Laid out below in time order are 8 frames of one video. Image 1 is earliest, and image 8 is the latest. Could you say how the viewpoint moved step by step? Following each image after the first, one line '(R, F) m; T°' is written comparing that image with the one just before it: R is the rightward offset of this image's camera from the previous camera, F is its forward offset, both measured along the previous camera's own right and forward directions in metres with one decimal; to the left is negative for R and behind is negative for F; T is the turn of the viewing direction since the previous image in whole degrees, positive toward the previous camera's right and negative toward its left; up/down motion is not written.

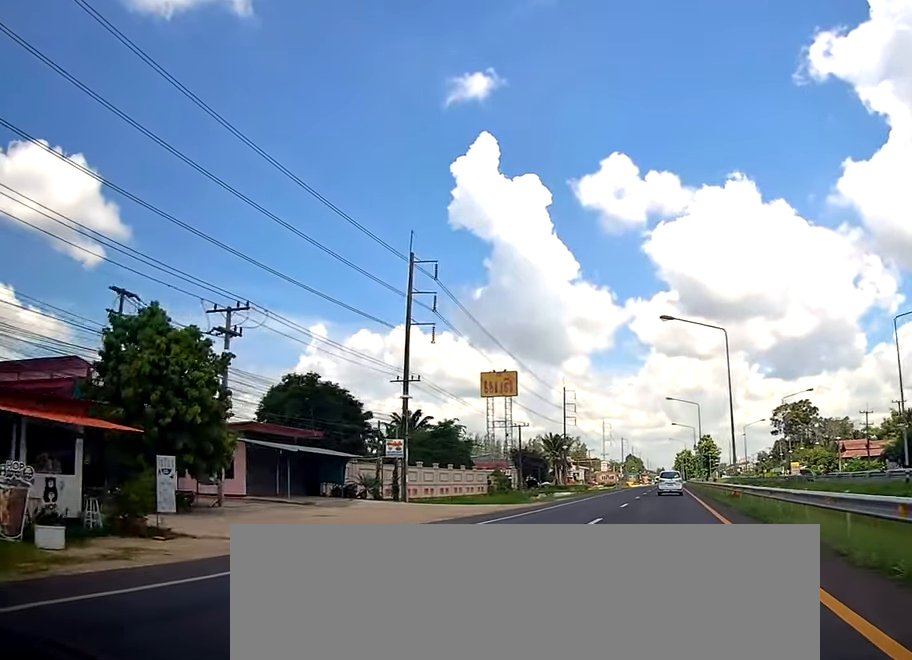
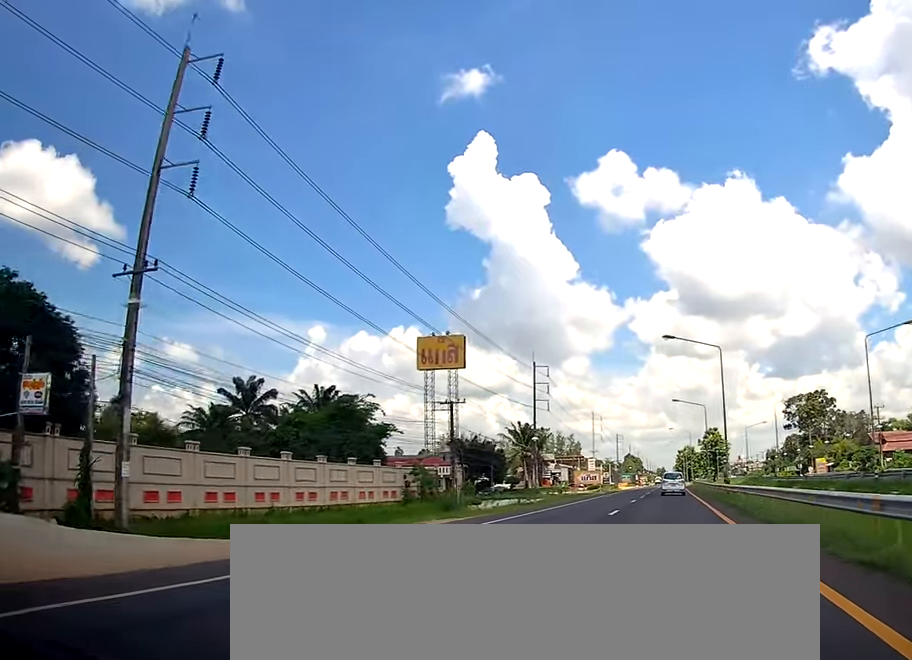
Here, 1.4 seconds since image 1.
(0.0, +30.6) m; 0°
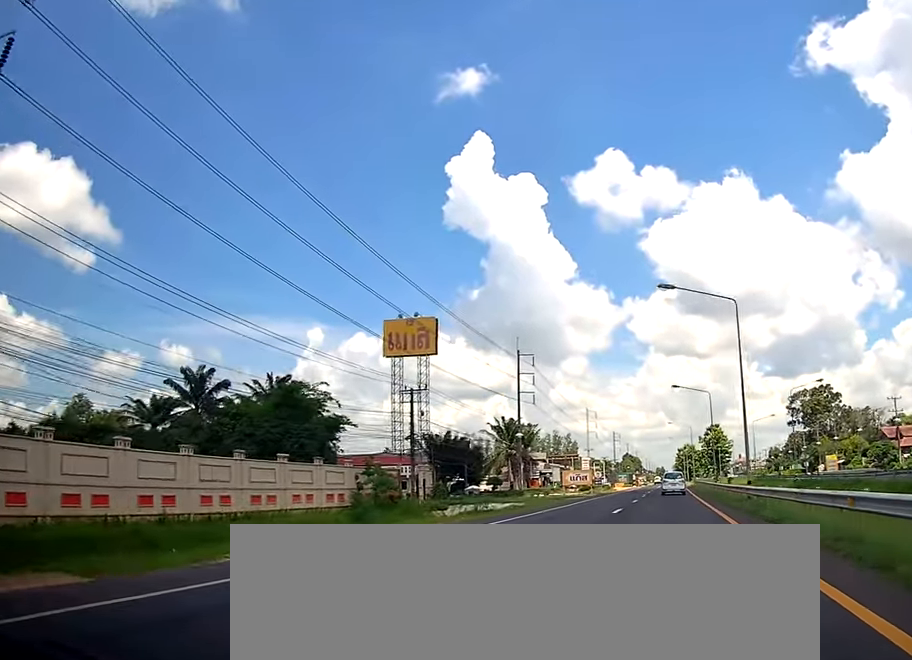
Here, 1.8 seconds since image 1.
(0.0, +10.5) m; 0°
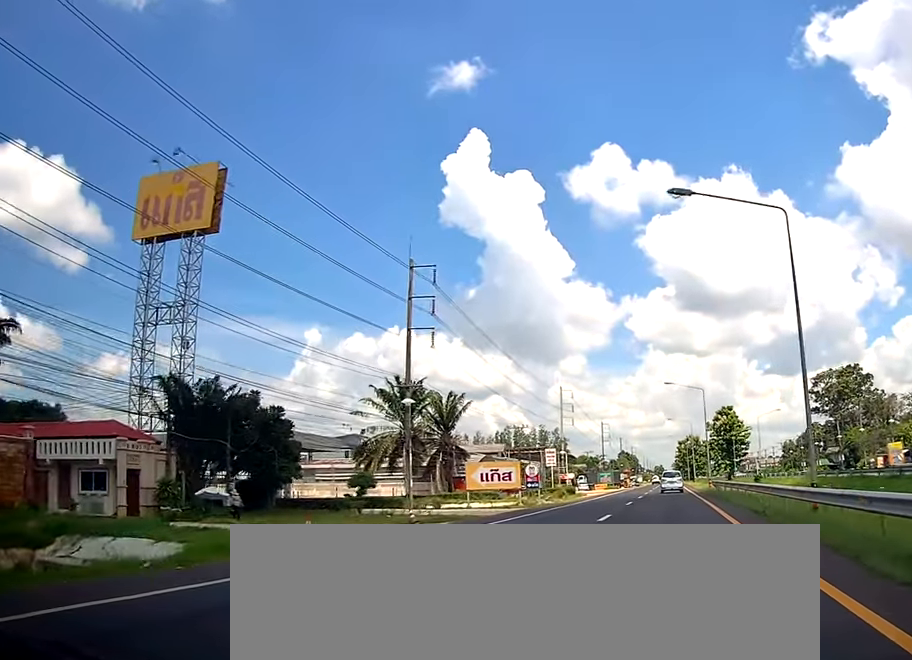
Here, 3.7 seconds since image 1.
(0.0, +40.8) m; 0°
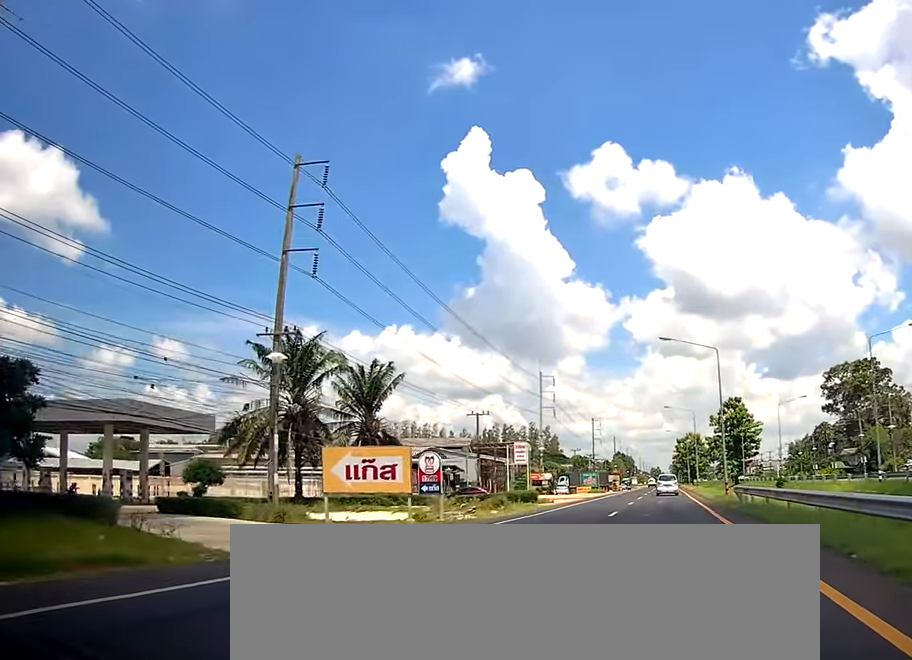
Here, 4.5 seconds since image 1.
(-0.1, +19.5) m; 0°
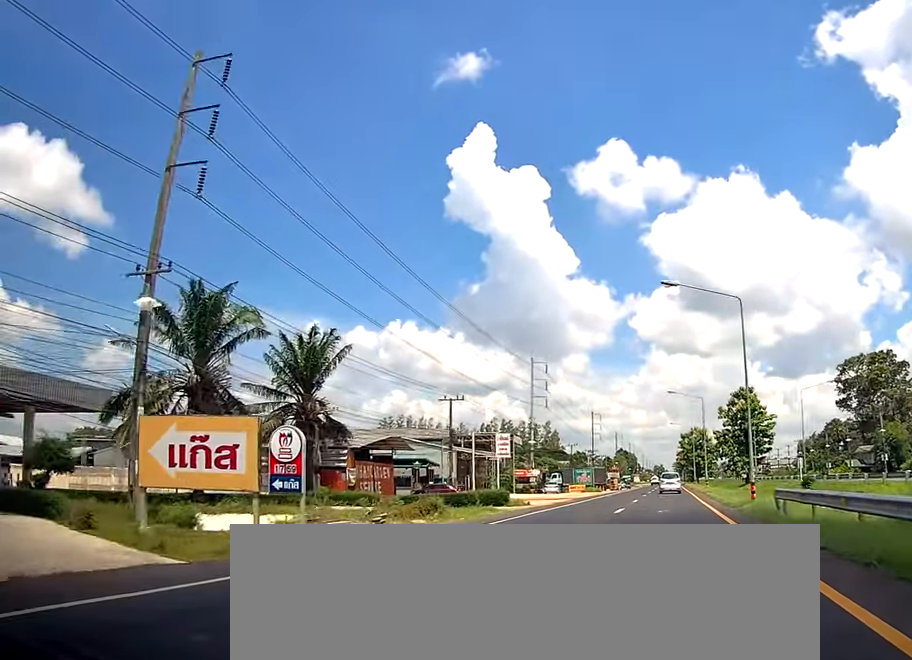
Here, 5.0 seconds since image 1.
(+0.1, +11.0) m; 0°
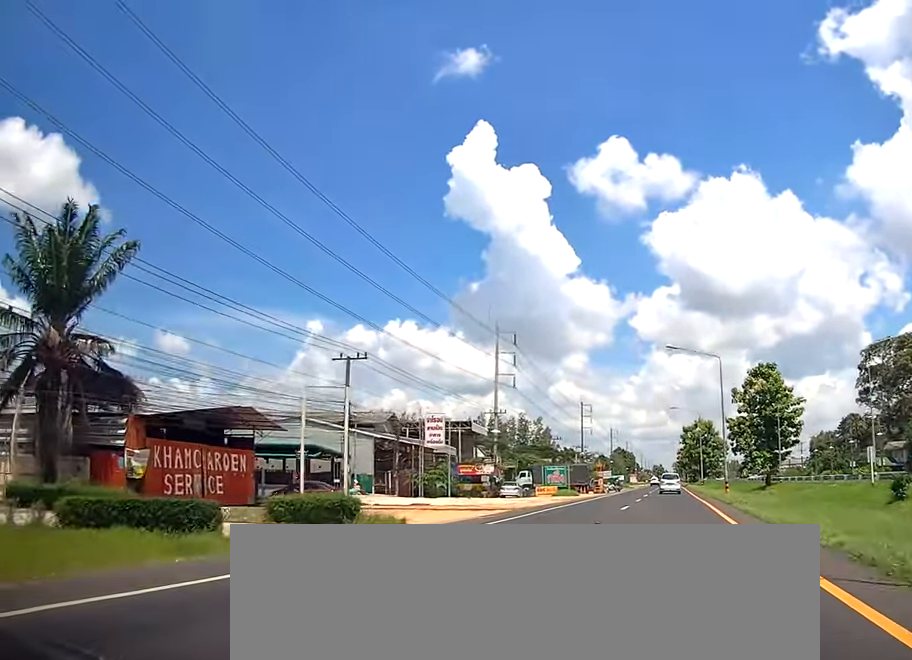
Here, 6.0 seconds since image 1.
(+0.1, +21.9) m; 0°
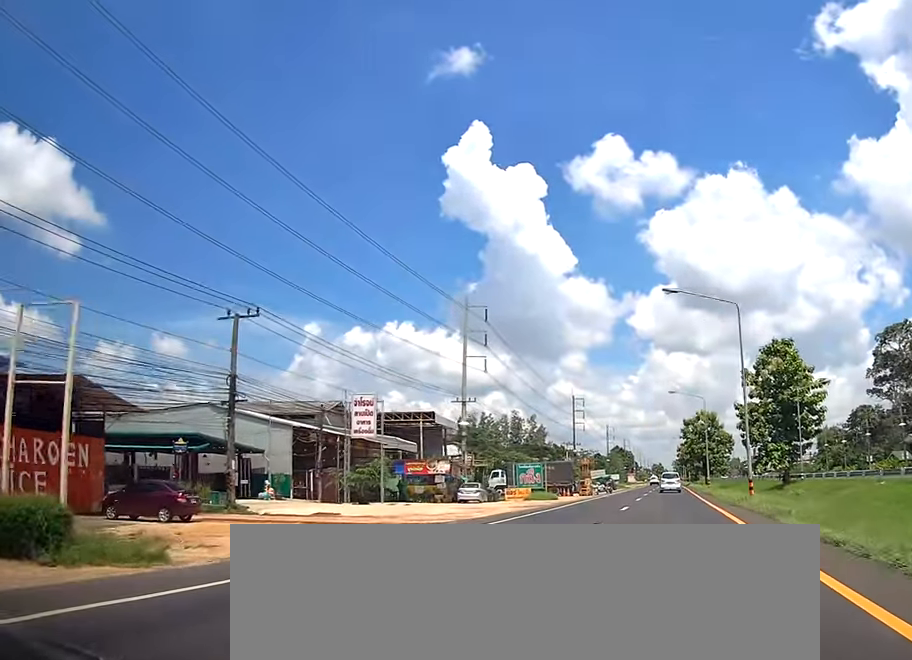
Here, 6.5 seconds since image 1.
(-0.1, +12.5) m; 0°
